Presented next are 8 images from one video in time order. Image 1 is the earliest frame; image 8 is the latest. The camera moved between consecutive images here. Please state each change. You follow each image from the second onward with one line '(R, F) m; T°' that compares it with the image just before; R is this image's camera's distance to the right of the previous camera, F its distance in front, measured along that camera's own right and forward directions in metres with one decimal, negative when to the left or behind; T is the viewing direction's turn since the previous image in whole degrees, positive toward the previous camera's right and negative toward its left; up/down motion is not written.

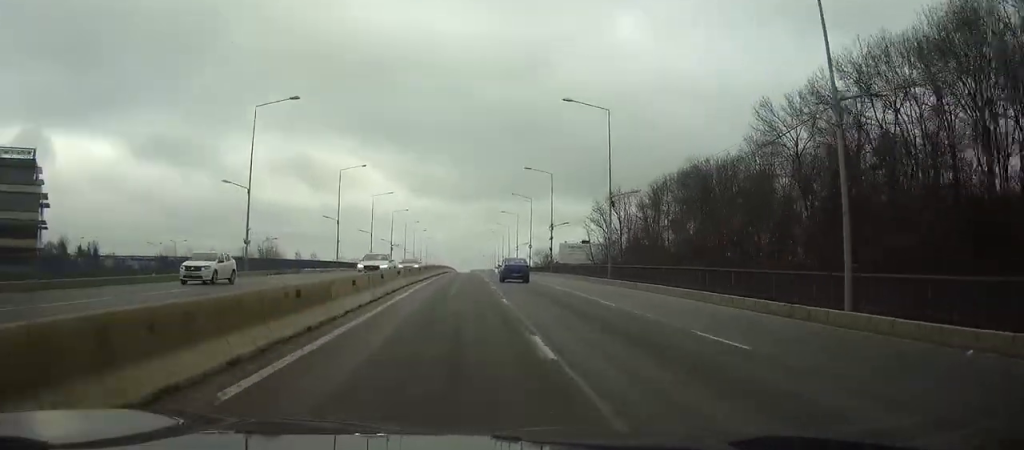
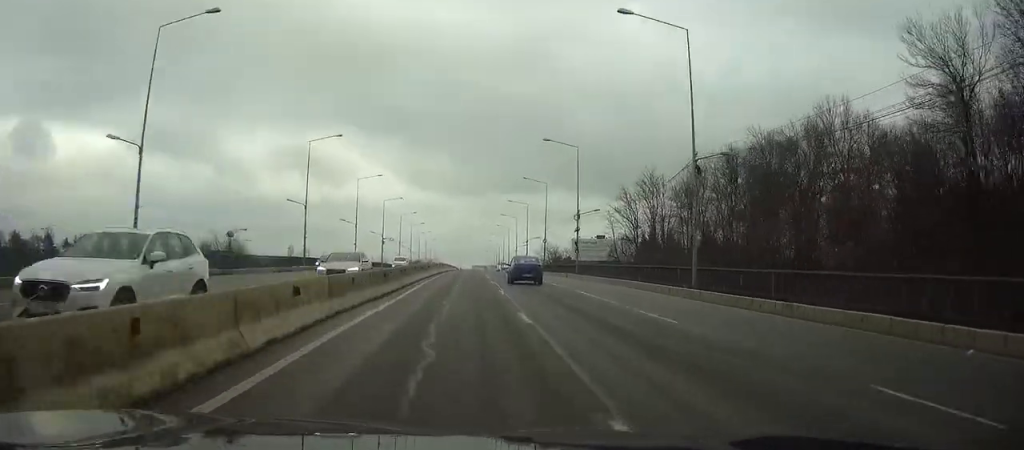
(0.0, +18.5) m; 0°
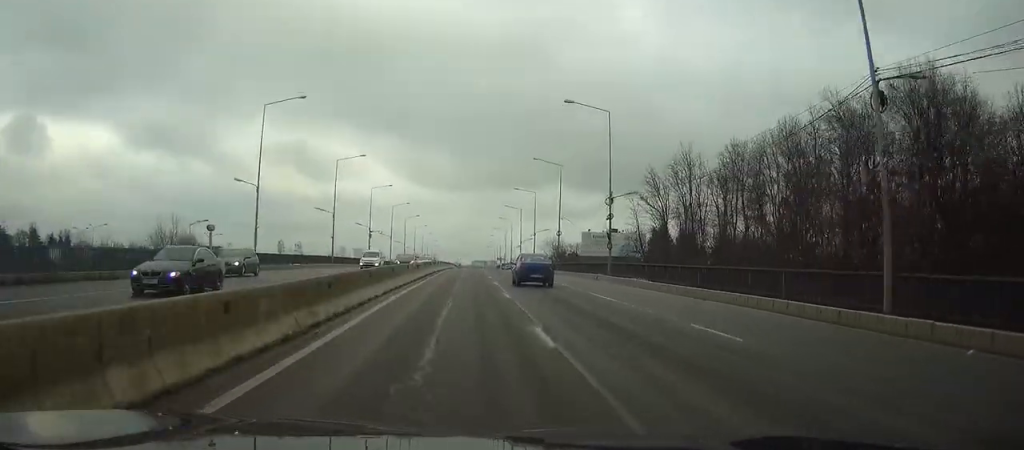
(0.0, +15.7) m; 0°
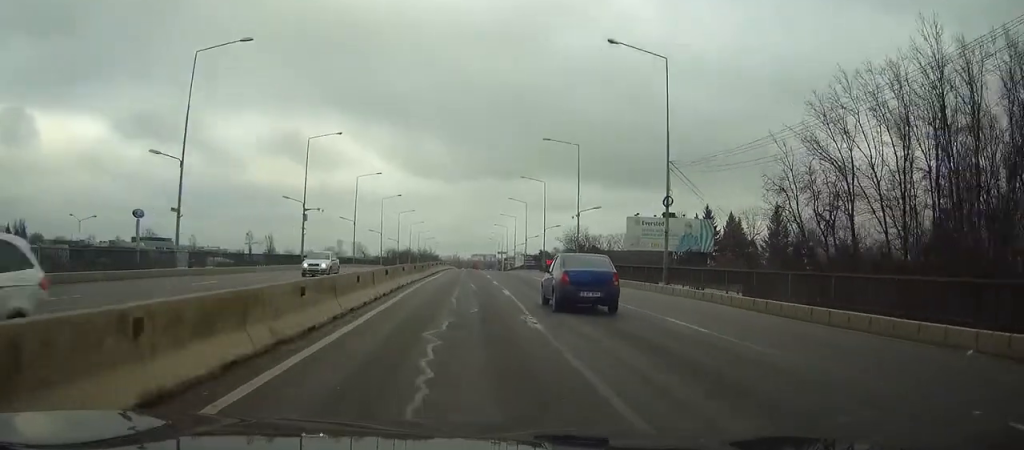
(0.0, +44.9) m; 0°
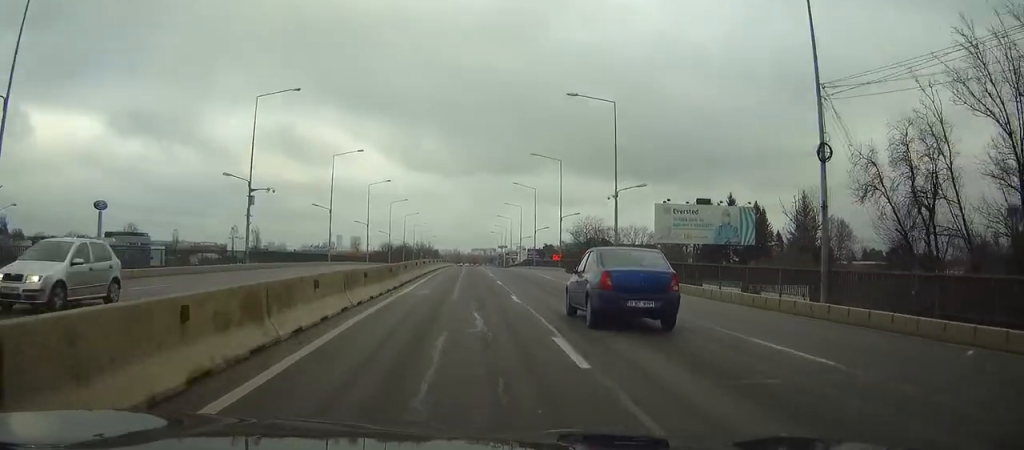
(0.0, +17.4) m; 0°
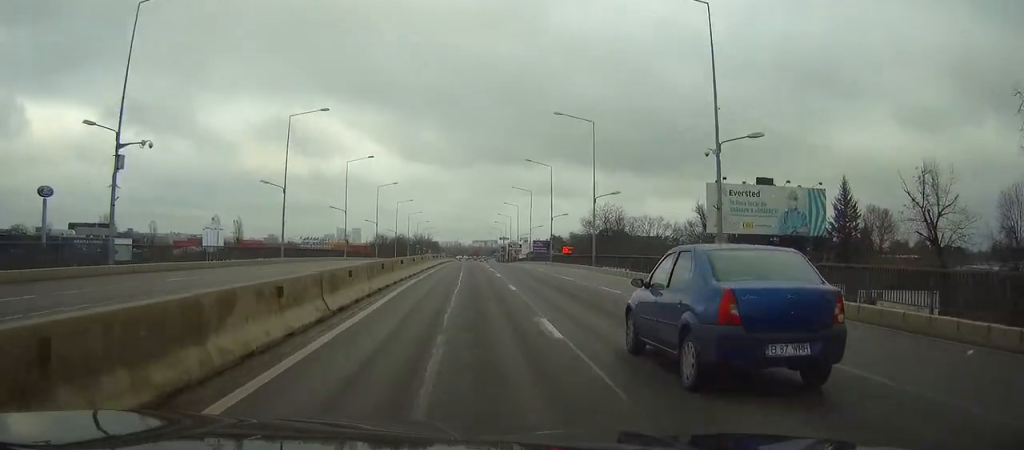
(0.0, +20.8) m; 0°
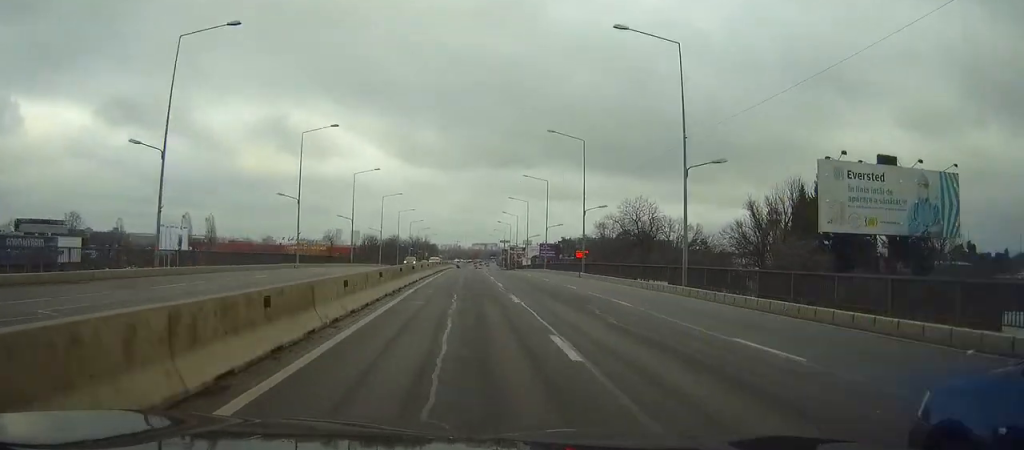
(0.0, +25.3) m; 0°
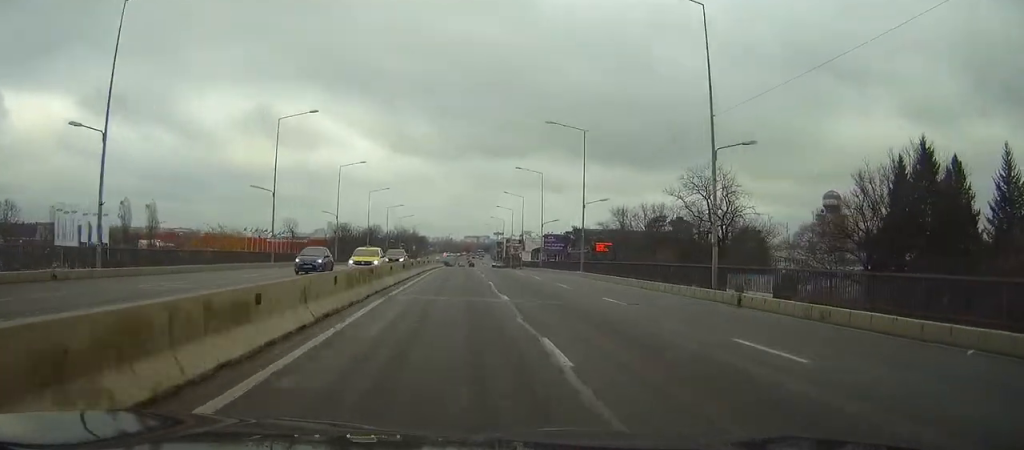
(-0.1, +36.1) m; 0°
